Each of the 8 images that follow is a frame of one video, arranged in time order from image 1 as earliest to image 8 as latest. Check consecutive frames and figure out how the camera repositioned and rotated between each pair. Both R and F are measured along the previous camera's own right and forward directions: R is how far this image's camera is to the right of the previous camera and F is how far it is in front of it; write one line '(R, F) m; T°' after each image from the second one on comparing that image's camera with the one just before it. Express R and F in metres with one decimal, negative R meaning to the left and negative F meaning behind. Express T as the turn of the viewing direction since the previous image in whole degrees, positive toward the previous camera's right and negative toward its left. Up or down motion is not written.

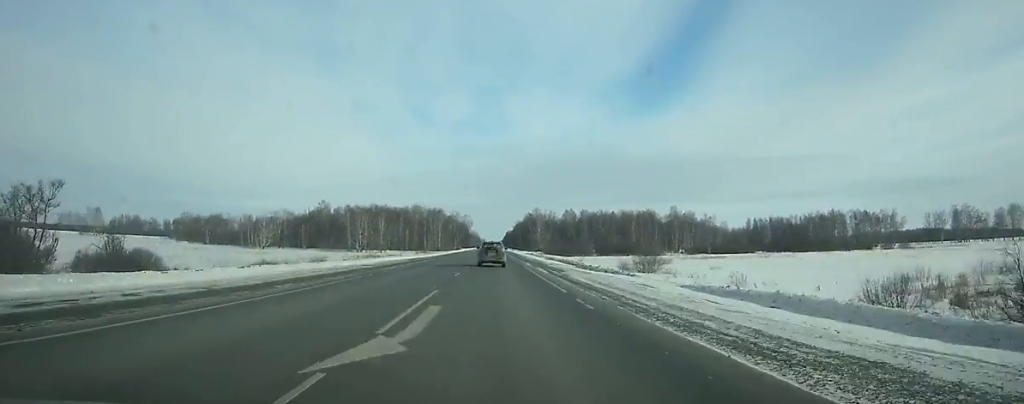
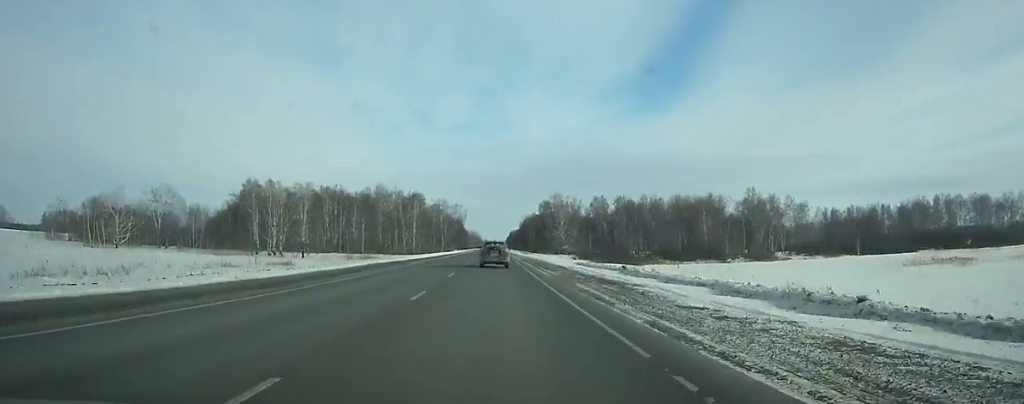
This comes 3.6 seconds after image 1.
(+0.3, +95.9) m; 0°
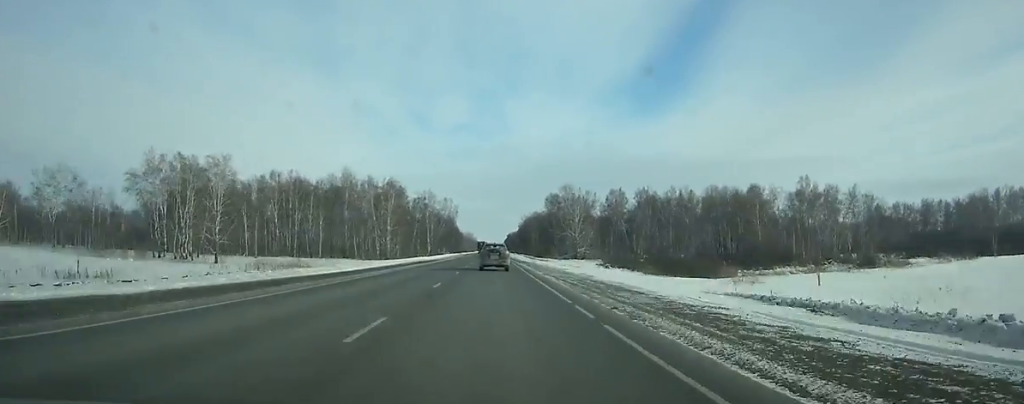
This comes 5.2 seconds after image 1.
(0.0, +42.6) m; 0°
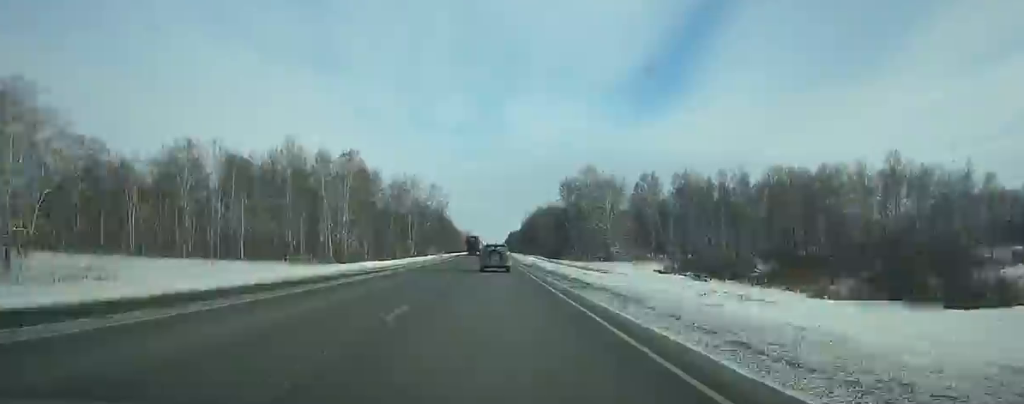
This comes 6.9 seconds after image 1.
(0.0, +45.4) m; 0°
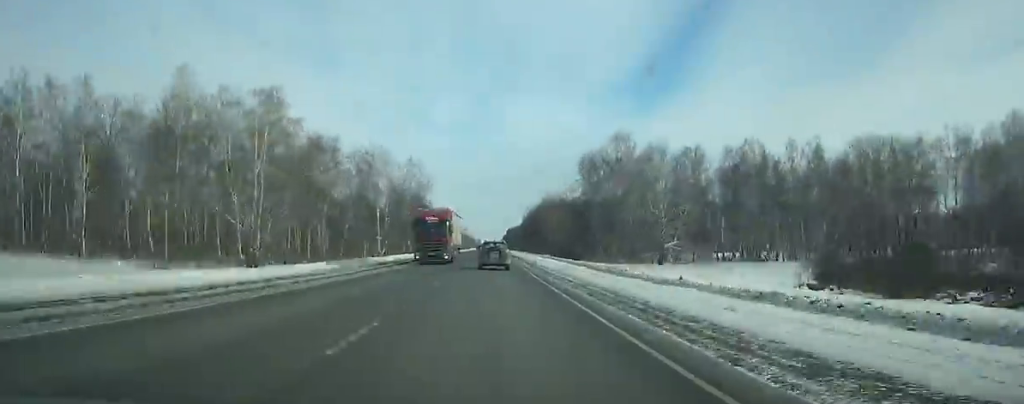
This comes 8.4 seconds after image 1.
(-0.1, +39.9) m; 0°
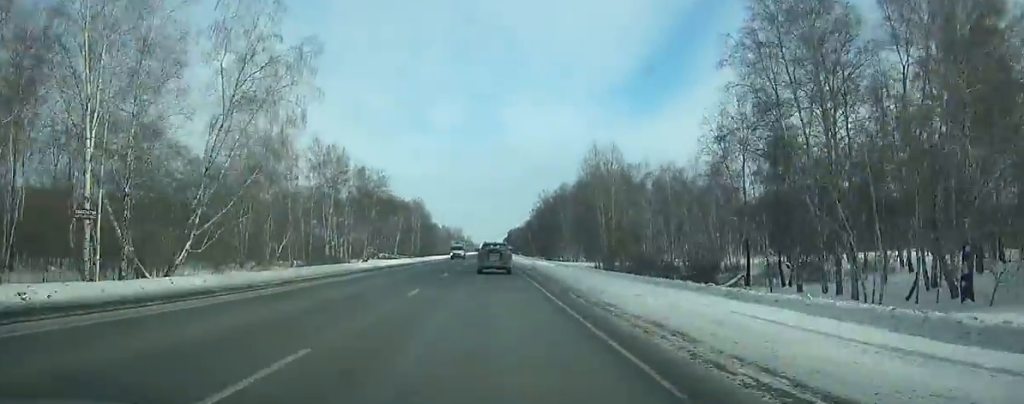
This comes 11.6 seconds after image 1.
(+0.2, +84.9) m; 0°
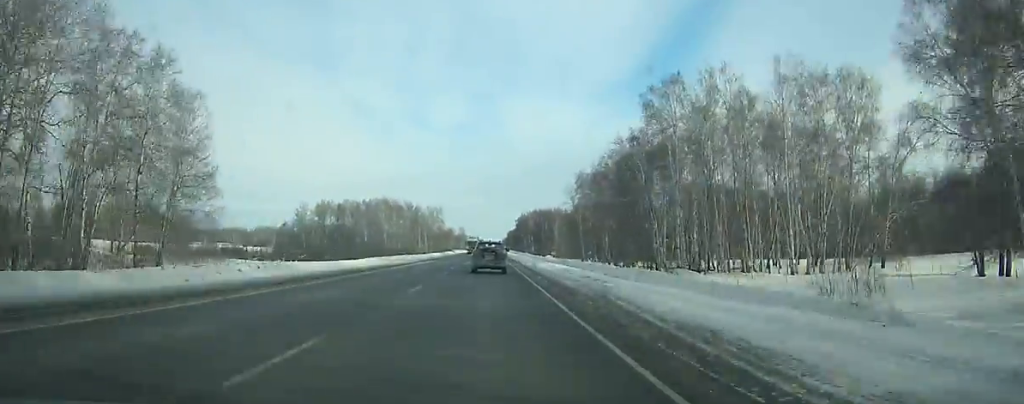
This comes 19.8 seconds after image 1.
(-0.3, +213.6) m; 0°
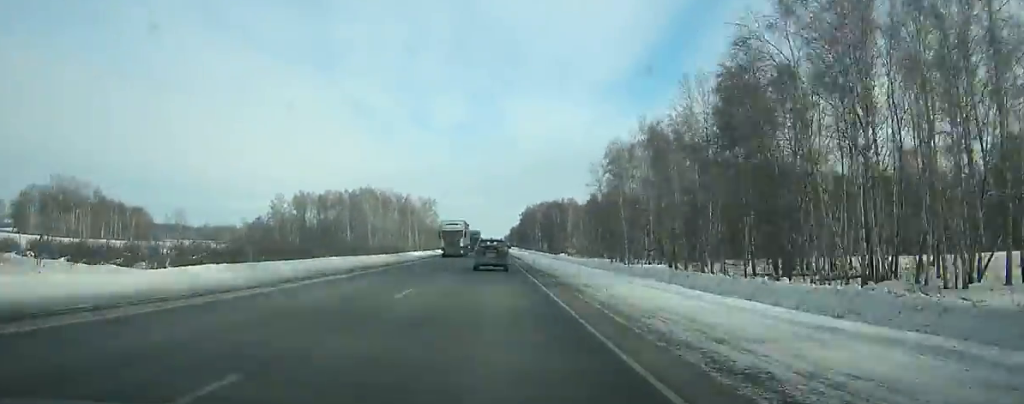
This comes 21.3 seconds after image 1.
(-0.1, +38.5) m; 0°
